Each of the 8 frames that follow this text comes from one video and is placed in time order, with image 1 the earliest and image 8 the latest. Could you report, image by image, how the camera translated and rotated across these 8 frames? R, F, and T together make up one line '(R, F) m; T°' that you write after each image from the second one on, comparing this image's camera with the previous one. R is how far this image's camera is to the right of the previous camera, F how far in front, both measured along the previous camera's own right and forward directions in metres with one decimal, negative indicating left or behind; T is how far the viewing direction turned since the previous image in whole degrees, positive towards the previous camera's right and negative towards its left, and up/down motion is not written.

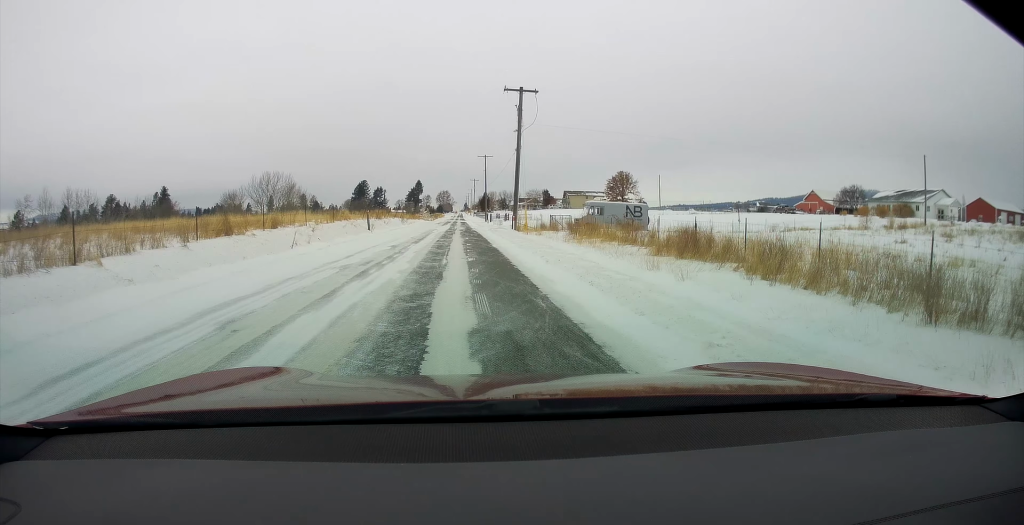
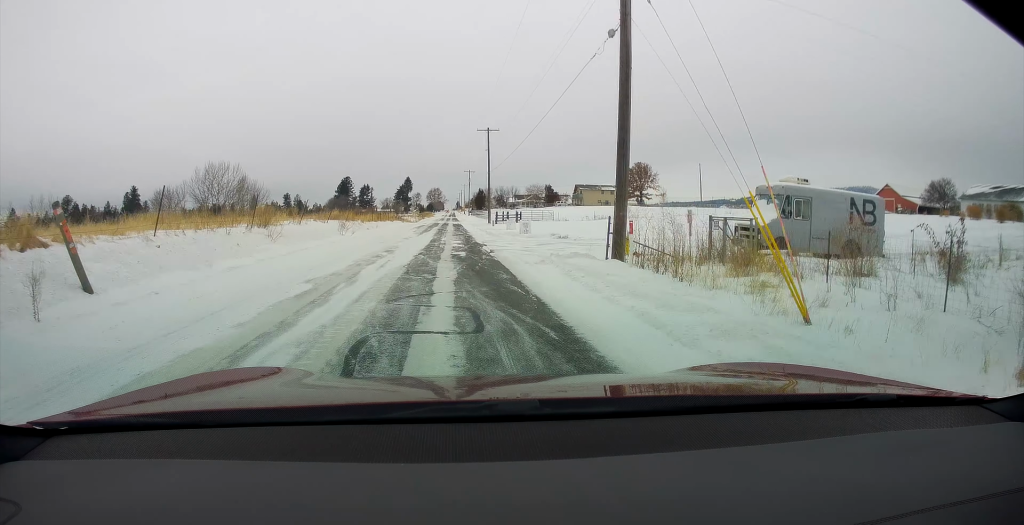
(0.0, +31.0) m; 0°
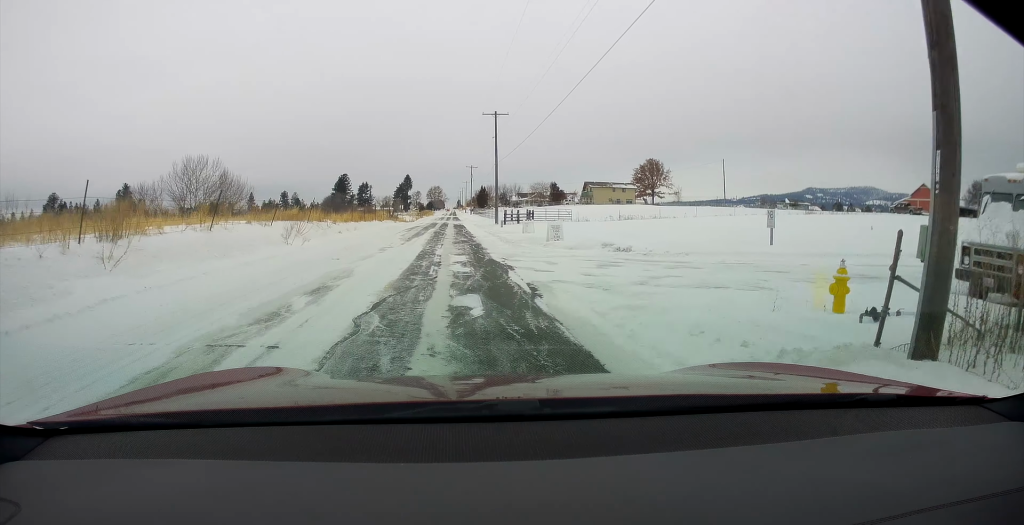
(0.0, +11.0) m; 0°
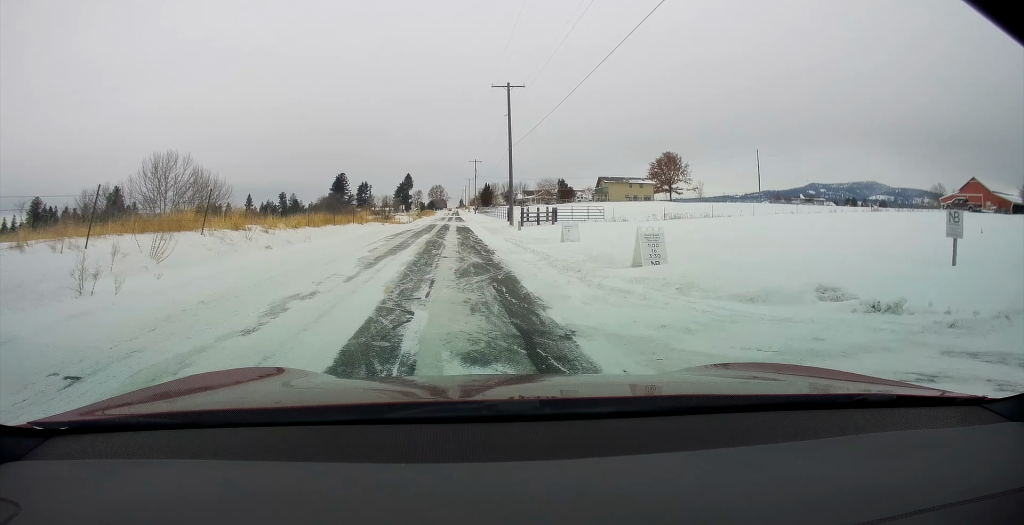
(0.0, +13.0) m; 0°
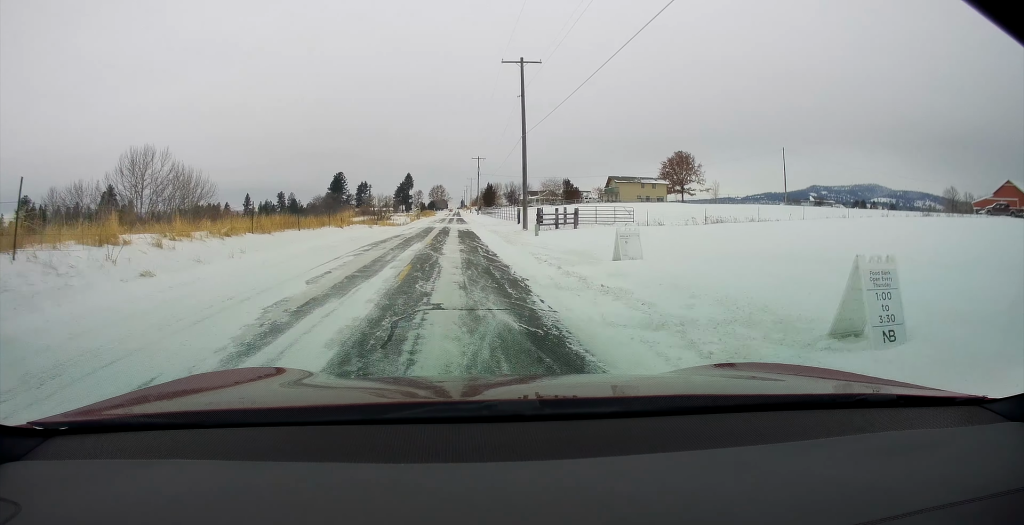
(0.0, +8.4) m; 0°
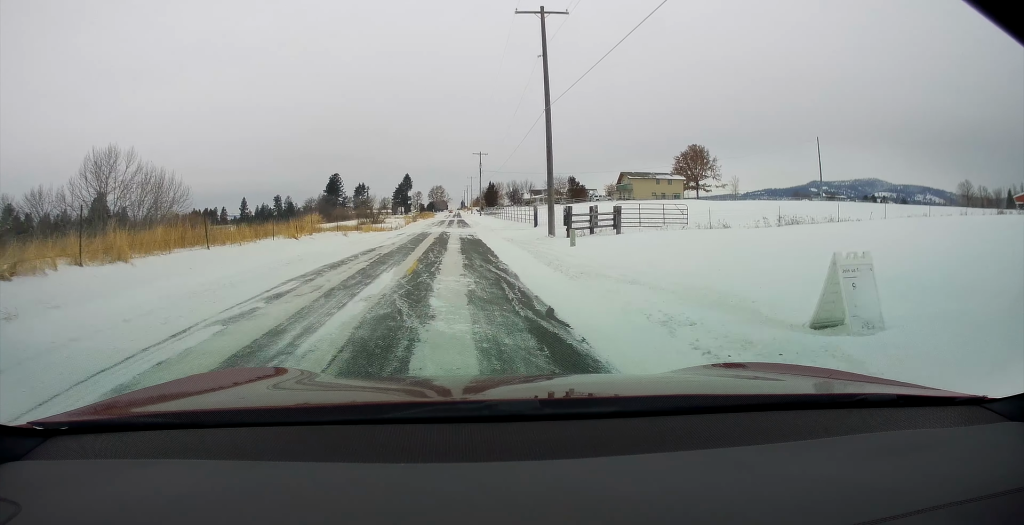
(0.0, +10.3) m; 0°
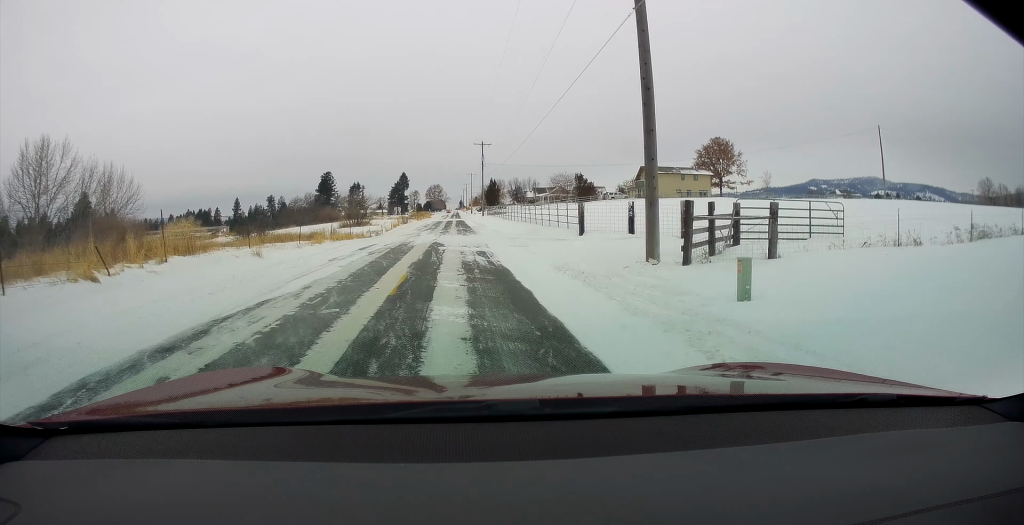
(0.0, +14.7) m; 0°
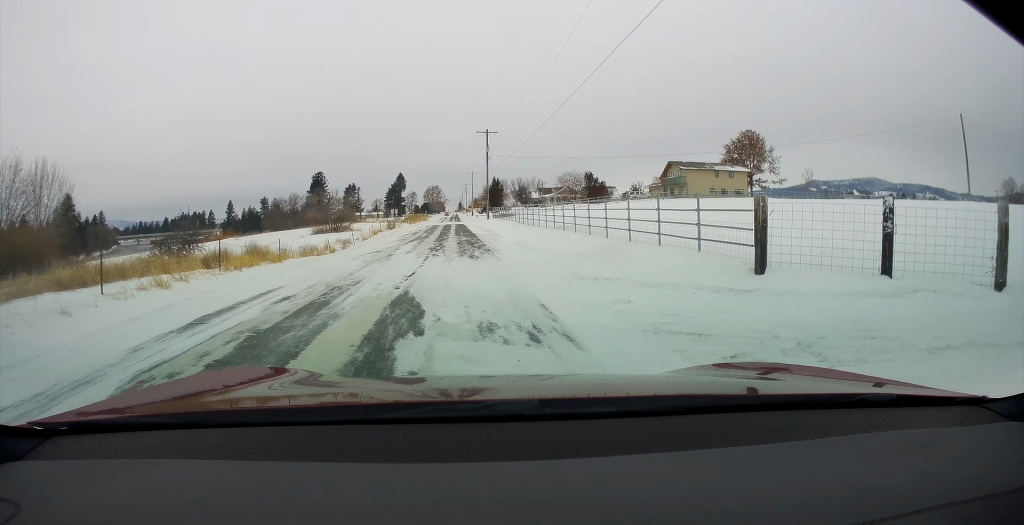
(0.0, +15.3) m; 0°
